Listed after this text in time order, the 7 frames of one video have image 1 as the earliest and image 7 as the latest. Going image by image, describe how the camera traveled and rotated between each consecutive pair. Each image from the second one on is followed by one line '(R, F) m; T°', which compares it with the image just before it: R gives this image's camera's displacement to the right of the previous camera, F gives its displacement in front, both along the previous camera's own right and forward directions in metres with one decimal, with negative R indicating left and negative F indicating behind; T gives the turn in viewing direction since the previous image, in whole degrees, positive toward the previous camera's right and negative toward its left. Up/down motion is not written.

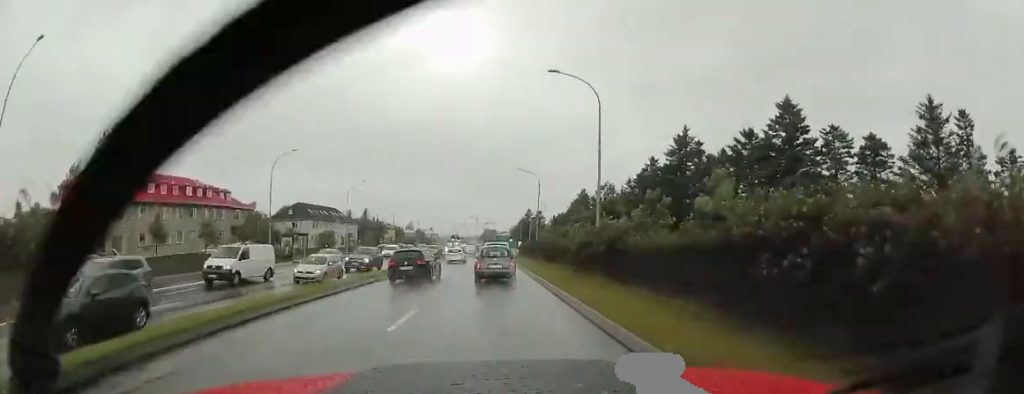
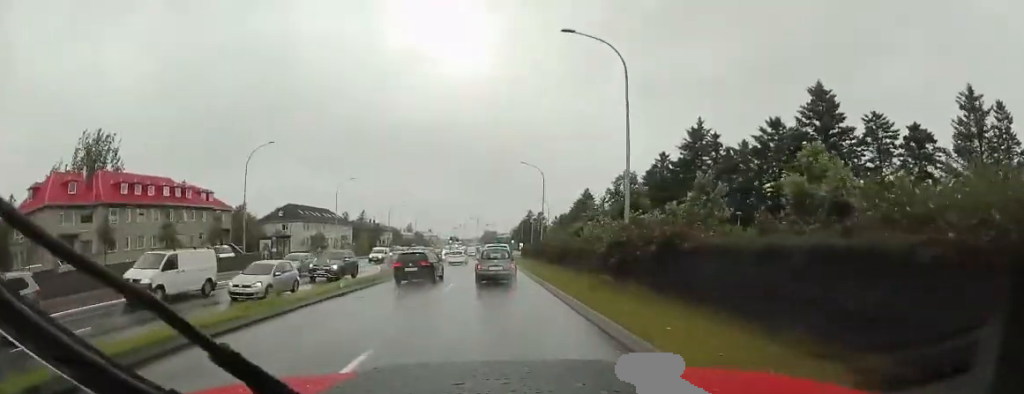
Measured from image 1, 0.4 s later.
(+0.3, +4.8) m; +1°
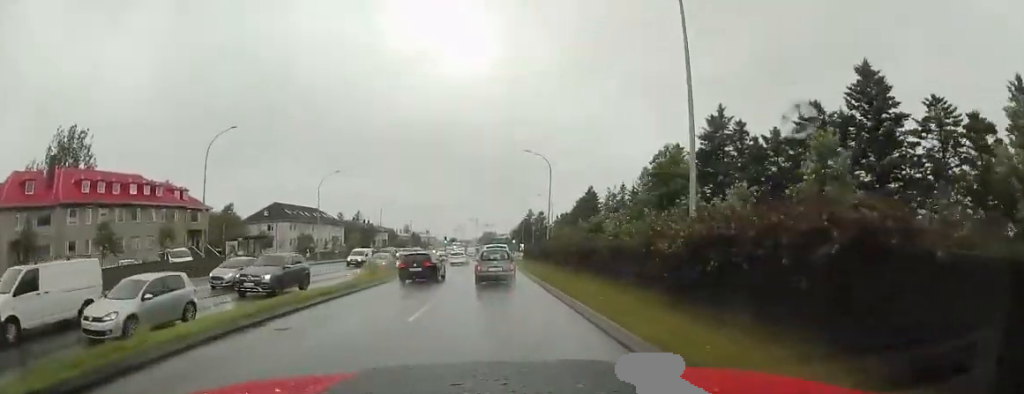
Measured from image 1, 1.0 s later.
(+0.2, +5.9) m; +2°
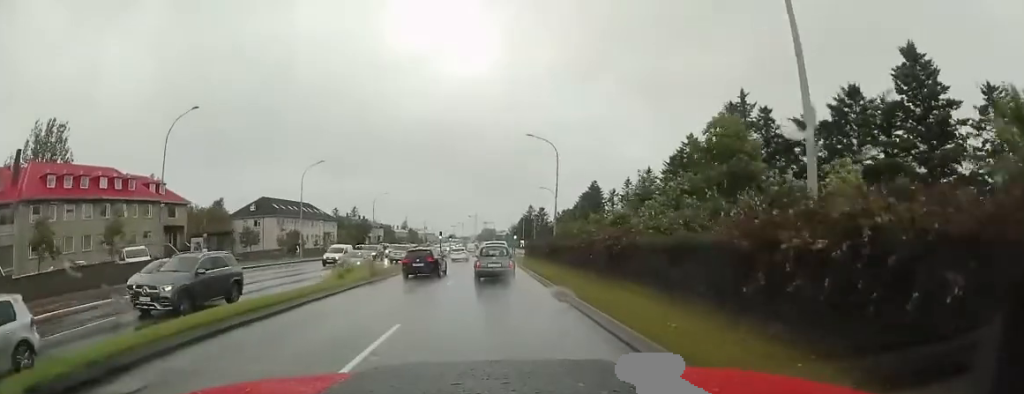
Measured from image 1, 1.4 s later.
(0.0, +4.8) m; -1°
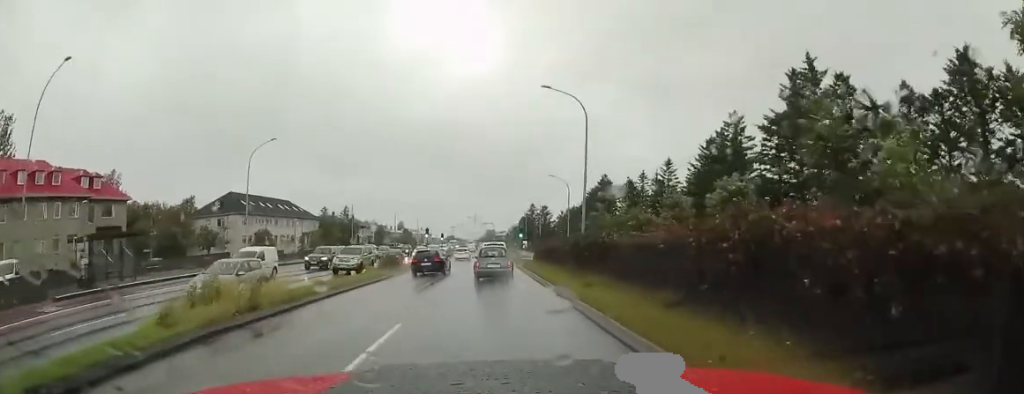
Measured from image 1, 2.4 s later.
(-0.3, +11.5) m; -2°
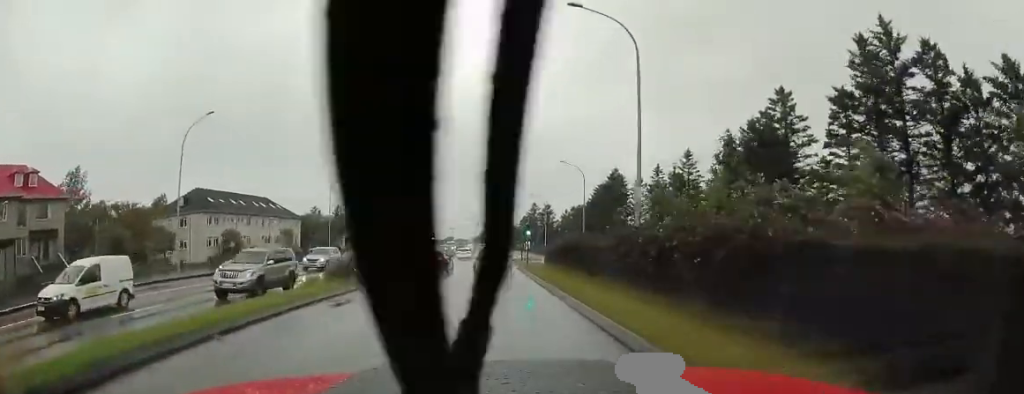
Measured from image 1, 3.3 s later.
(-0.2, +9.4) m; 0°
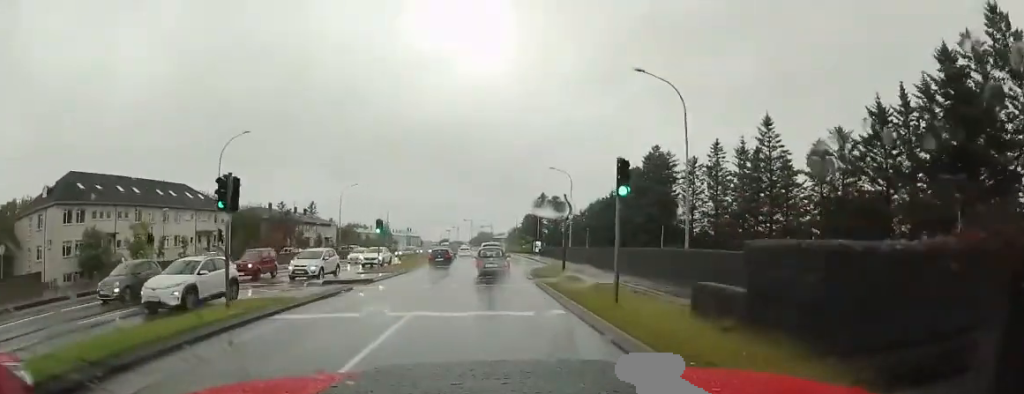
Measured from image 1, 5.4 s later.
(-0.1, +25.4) m; +1°
